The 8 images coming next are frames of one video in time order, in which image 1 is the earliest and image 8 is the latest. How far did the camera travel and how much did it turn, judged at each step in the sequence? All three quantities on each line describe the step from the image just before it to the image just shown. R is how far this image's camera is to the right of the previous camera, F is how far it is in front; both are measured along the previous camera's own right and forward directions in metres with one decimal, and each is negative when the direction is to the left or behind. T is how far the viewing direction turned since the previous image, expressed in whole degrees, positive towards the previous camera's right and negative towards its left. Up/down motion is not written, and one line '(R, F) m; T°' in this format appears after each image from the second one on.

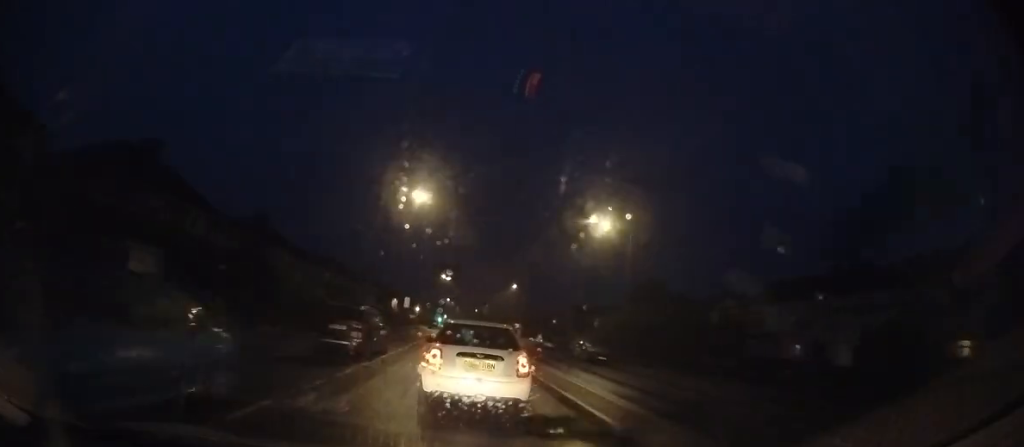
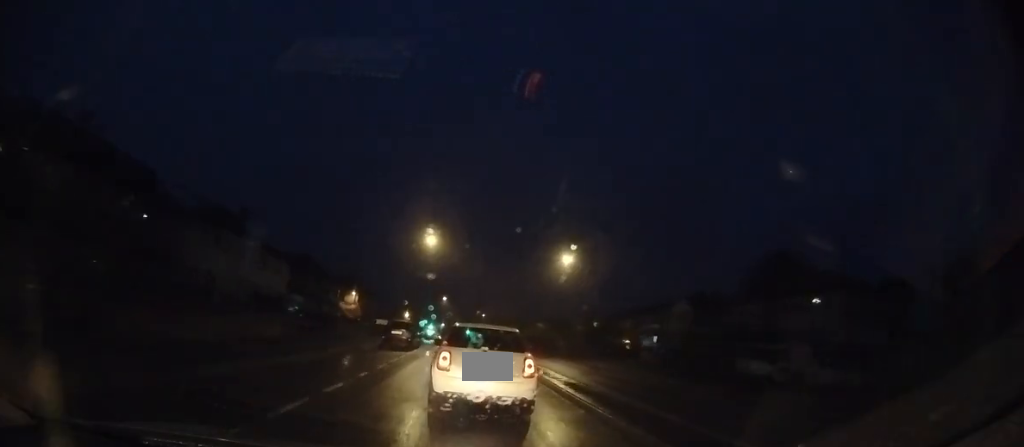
(0.0, +35.7) m; -2°
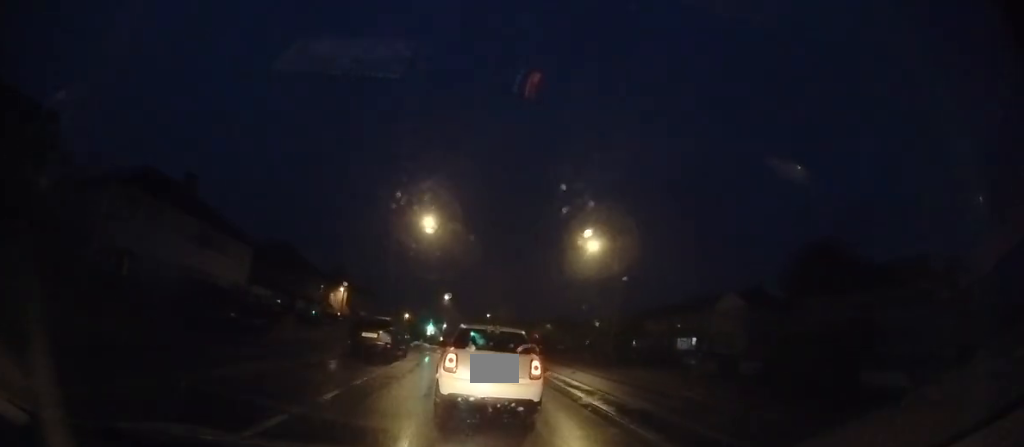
(0.0, +6.6) m; 0°
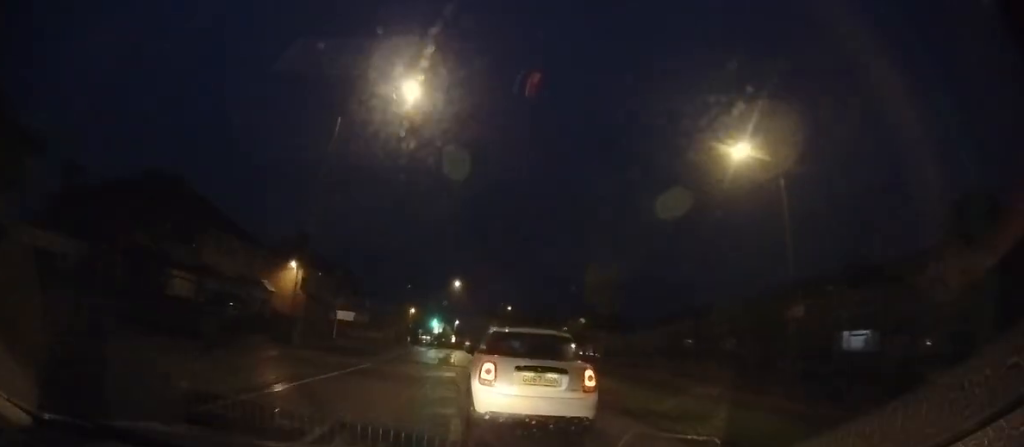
(-0.1, +16.7) m; -1°
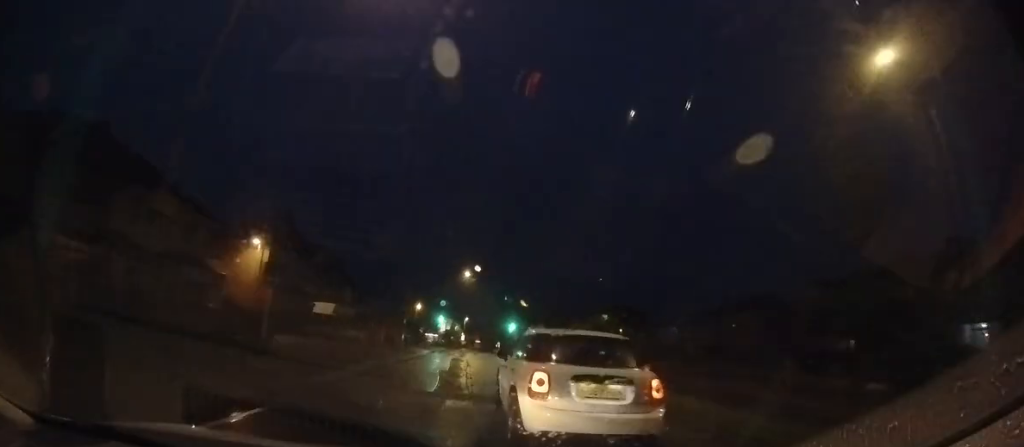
(-0.1, +7.2) m; -1°
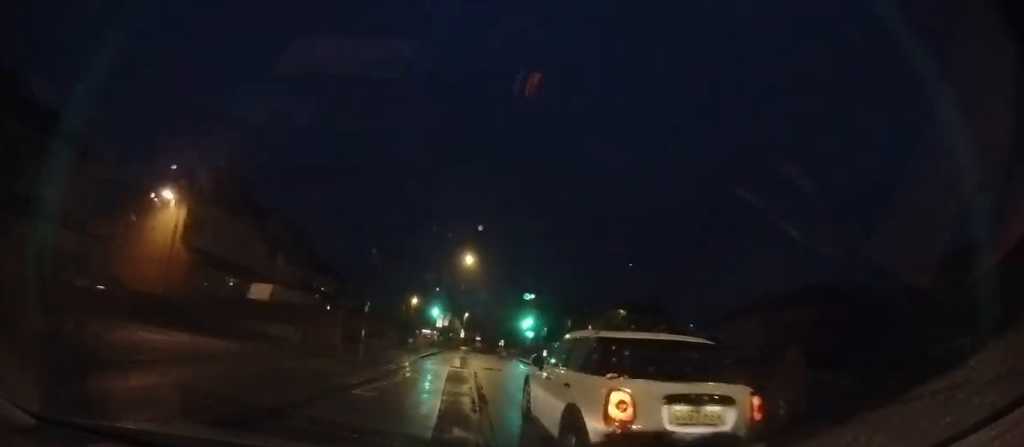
(0.0, +7.9) m; 0°
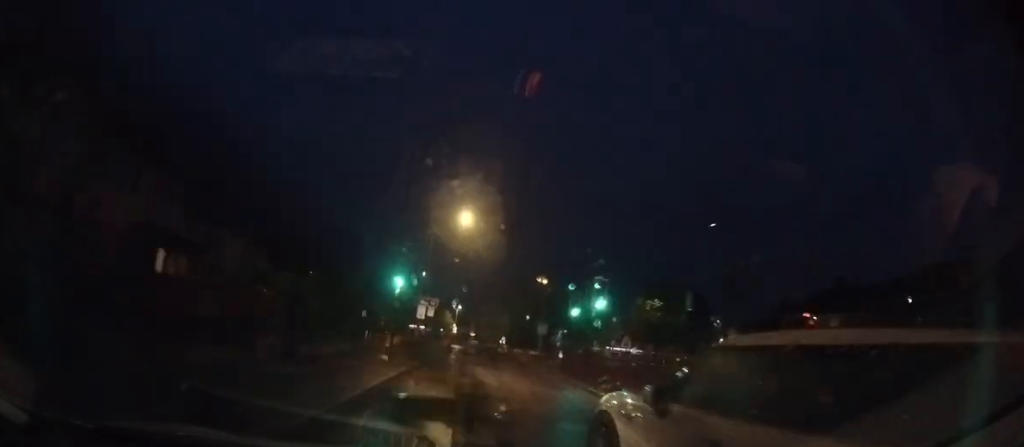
(0.0, +13.4) m; +1°
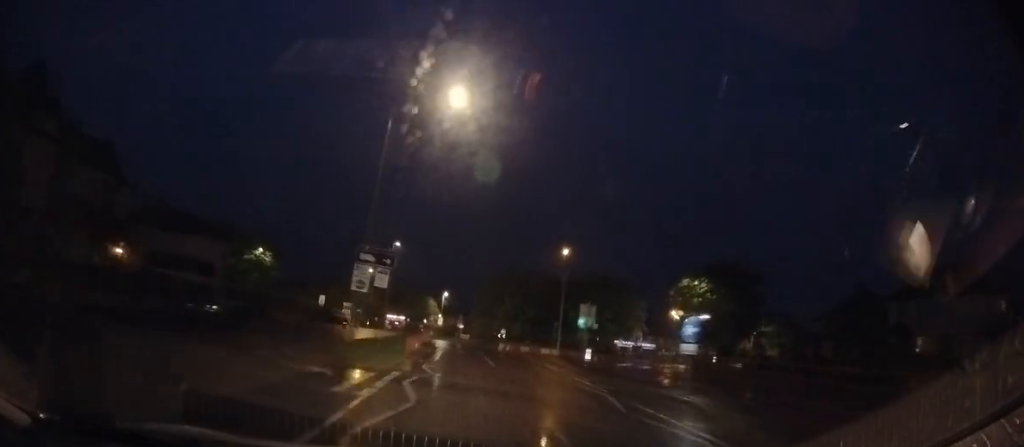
(+0.1, +13.9) m; +2°
